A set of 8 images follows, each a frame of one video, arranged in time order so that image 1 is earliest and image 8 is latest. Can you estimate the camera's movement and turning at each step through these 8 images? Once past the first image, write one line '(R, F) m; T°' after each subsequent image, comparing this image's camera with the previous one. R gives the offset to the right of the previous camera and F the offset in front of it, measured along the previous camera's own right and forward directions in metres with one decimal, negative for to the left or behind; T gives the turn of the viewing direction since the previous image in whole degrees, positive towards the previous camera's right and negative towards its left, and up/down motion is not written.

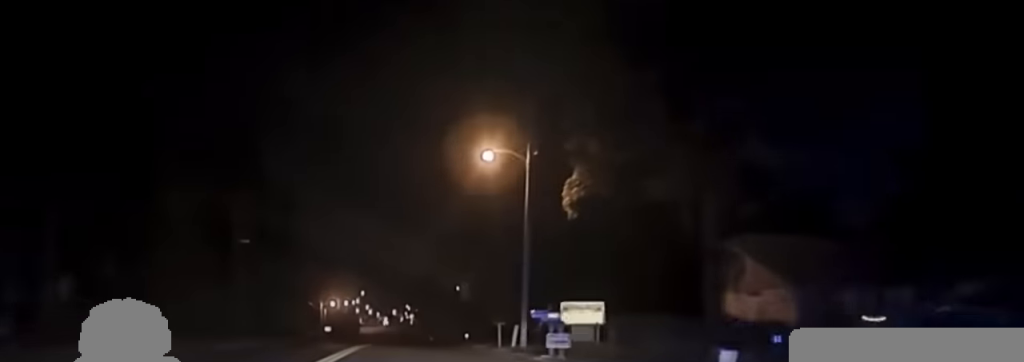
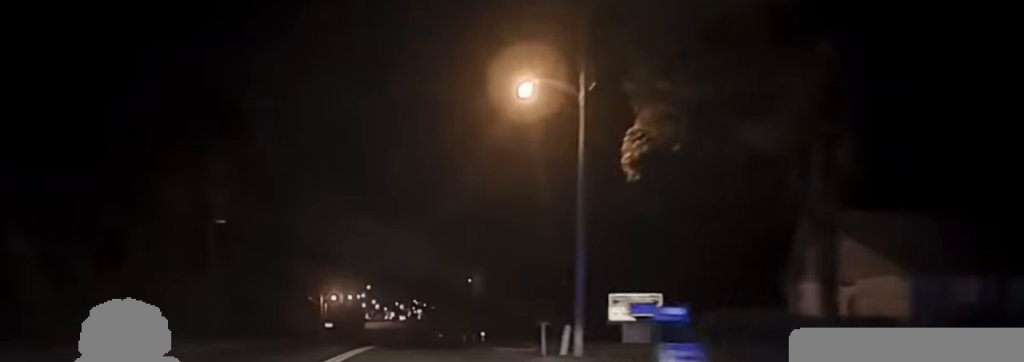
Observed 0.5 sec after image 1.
(0.0, +10.6) m; 0°
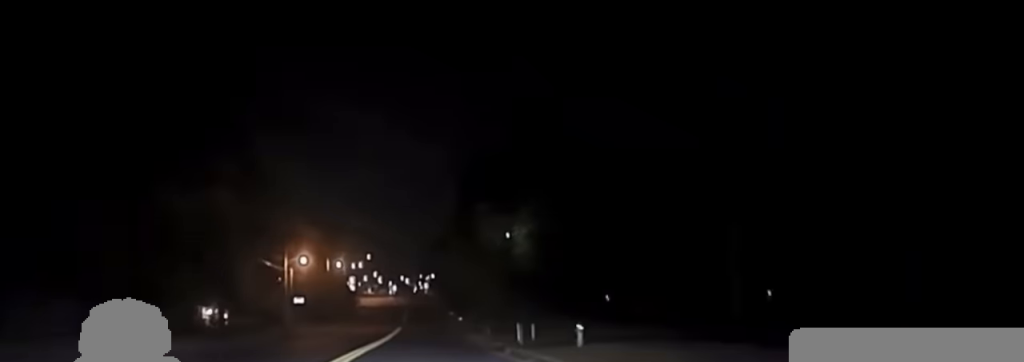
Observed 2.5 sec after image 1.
(+0.4, +39.9) m; 0°
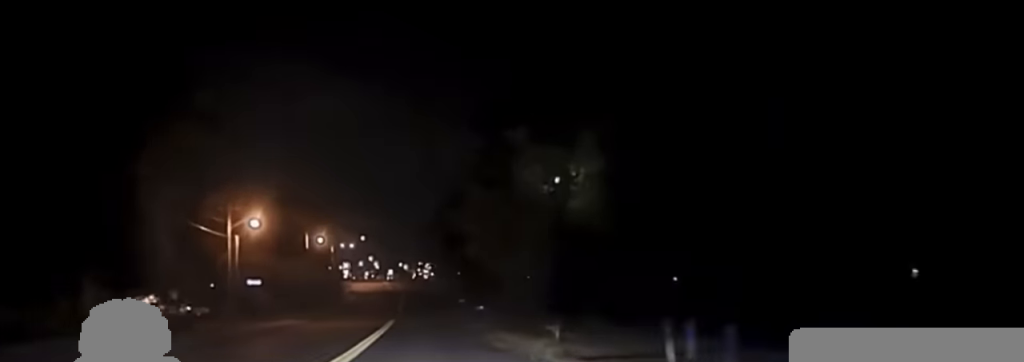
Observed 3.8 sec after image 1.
(-0.2, +25.3) m; +1°
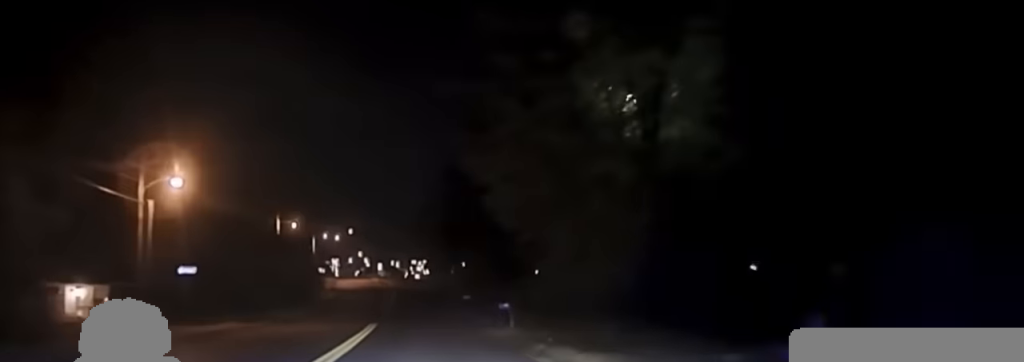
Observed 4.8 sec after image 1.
(+0.3, +18.5) m; +1°
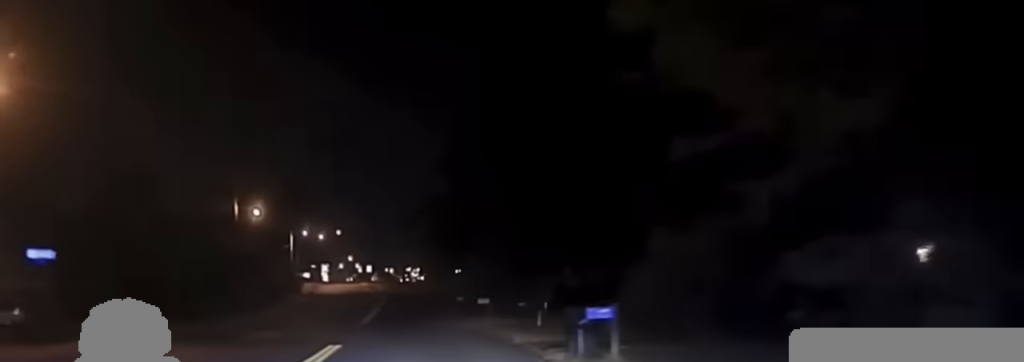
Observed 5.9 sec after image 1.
(0.0, +20.5) m; -1°
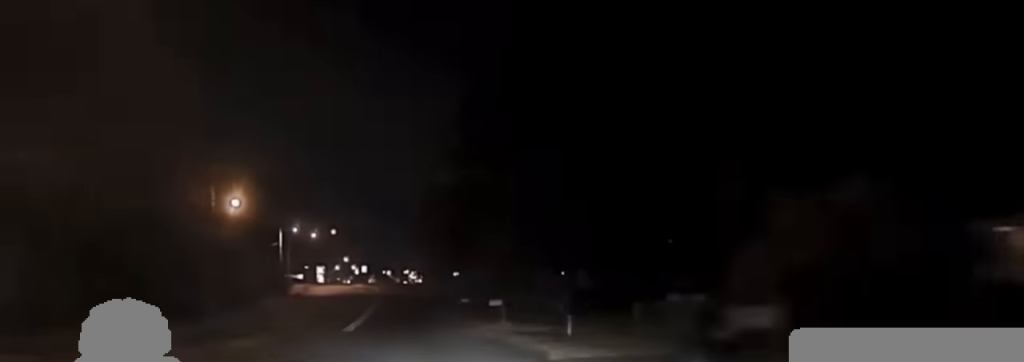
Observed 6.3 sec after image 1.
(+0.1, +8.0) m; -1°
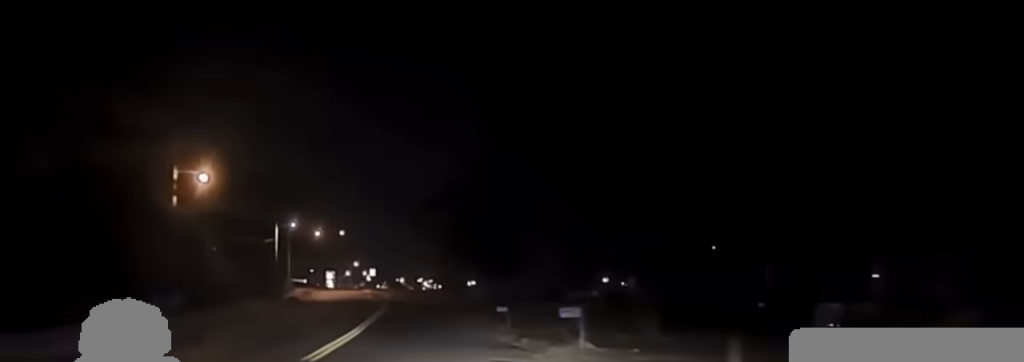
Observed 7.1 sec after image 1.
(-0.4, +15.1) m; -1°
